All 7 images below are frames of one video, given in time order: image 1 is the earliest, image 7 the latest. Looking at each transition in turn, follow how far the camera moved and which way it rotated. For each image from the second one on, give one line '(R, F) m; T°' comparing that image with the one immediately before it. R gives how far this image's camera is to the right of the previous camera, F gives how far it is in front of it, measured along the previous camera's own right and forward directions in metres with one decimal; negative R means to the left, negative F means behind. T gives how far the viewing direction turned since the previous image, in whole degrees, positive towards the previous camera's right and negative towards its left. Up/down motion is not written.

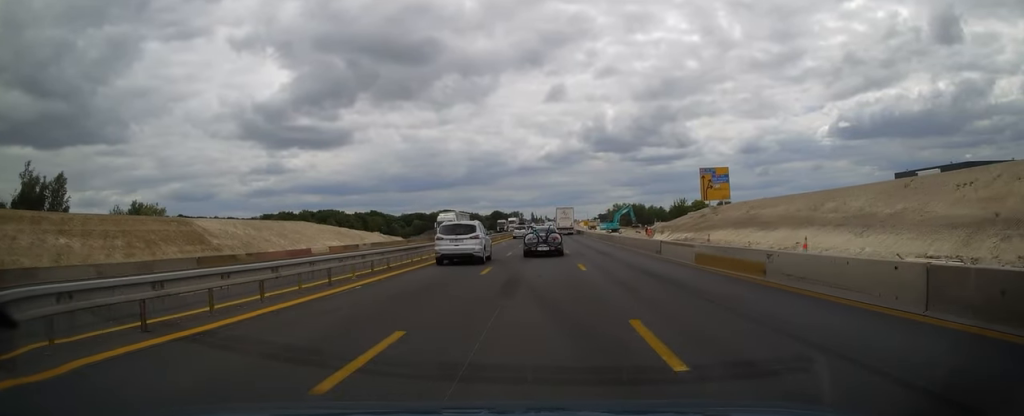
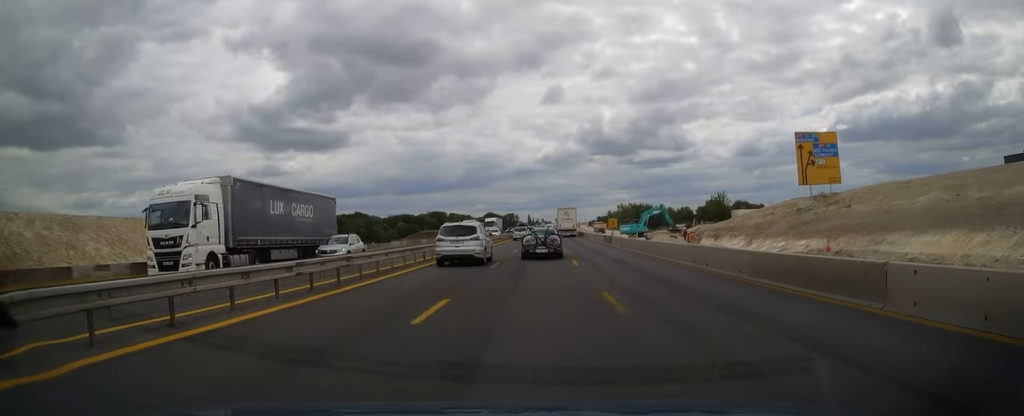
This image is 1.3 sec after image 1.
(+0.1, +35.1) m; 0°
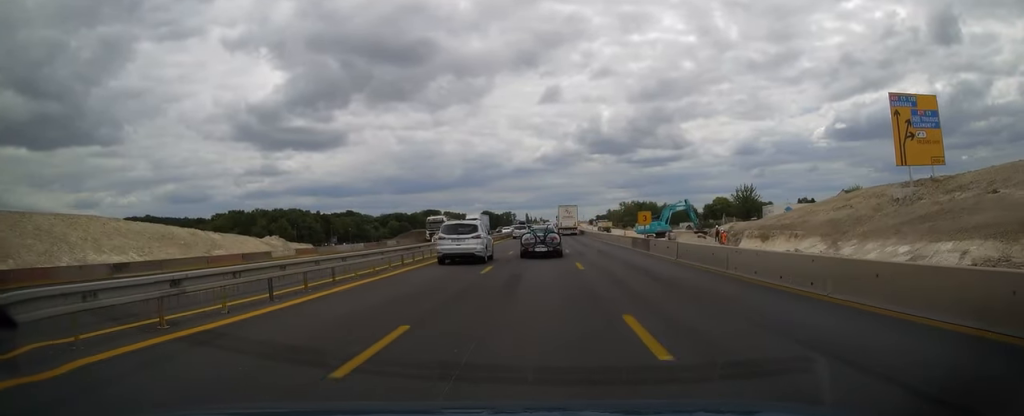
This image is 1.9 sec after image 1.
(0.0, +16.3) m; 0°
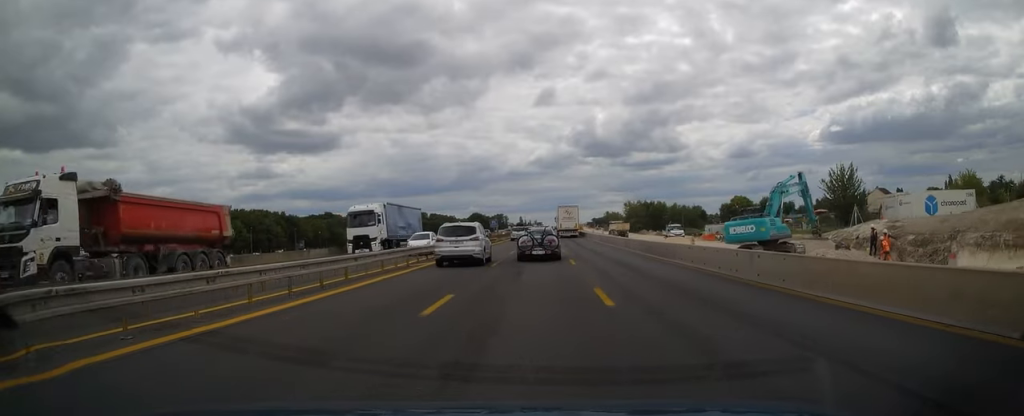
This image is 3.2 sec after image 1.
(+0.1, +35.0) m; 0°
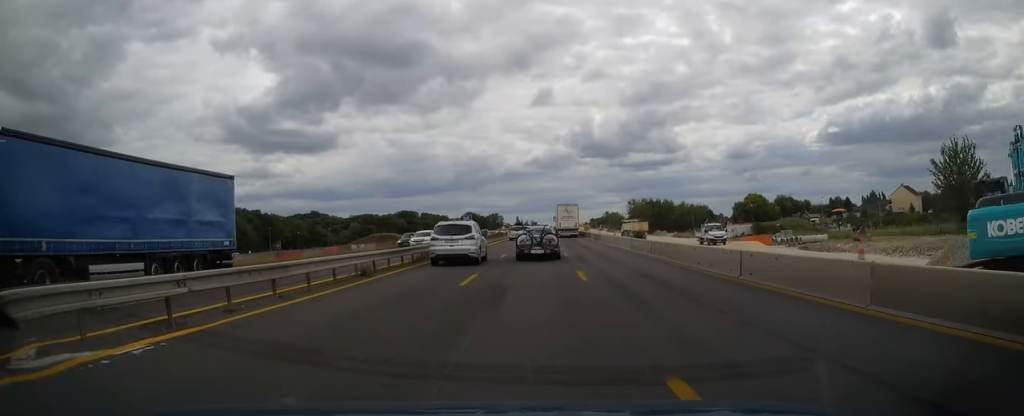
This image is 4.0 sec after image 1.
(+0.1, +20.9) m; 0°
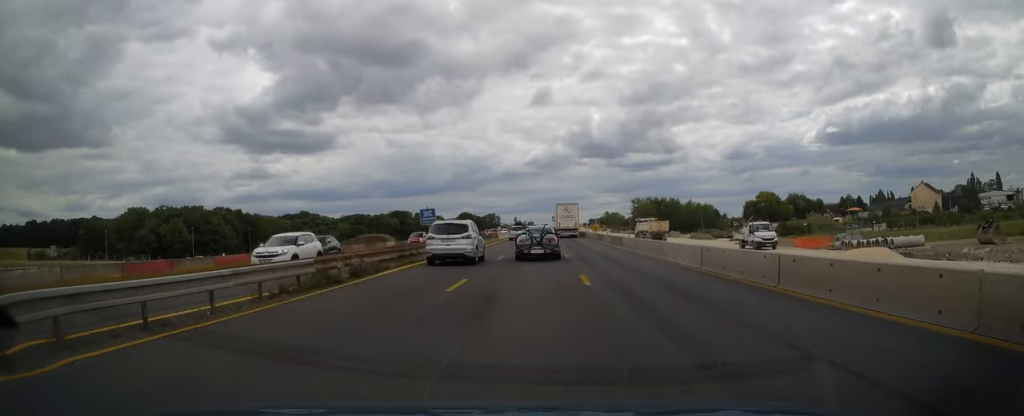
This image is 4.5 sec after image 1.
(0.0, +14.6) m; 0°
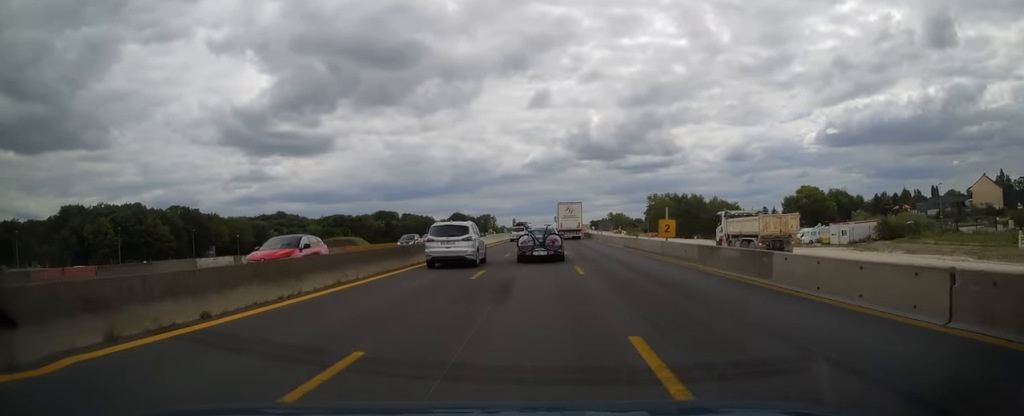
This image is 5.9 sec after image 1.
(+0.1, +35.6) m; 0°
